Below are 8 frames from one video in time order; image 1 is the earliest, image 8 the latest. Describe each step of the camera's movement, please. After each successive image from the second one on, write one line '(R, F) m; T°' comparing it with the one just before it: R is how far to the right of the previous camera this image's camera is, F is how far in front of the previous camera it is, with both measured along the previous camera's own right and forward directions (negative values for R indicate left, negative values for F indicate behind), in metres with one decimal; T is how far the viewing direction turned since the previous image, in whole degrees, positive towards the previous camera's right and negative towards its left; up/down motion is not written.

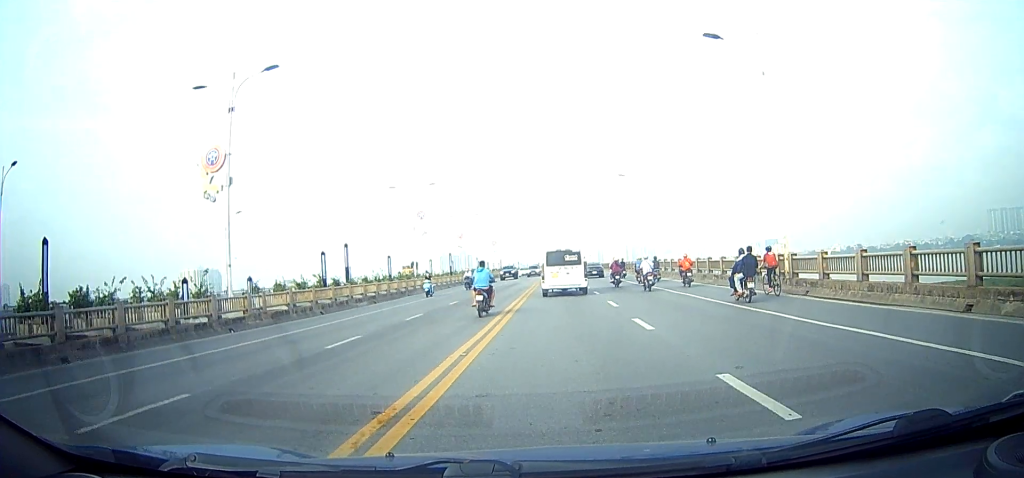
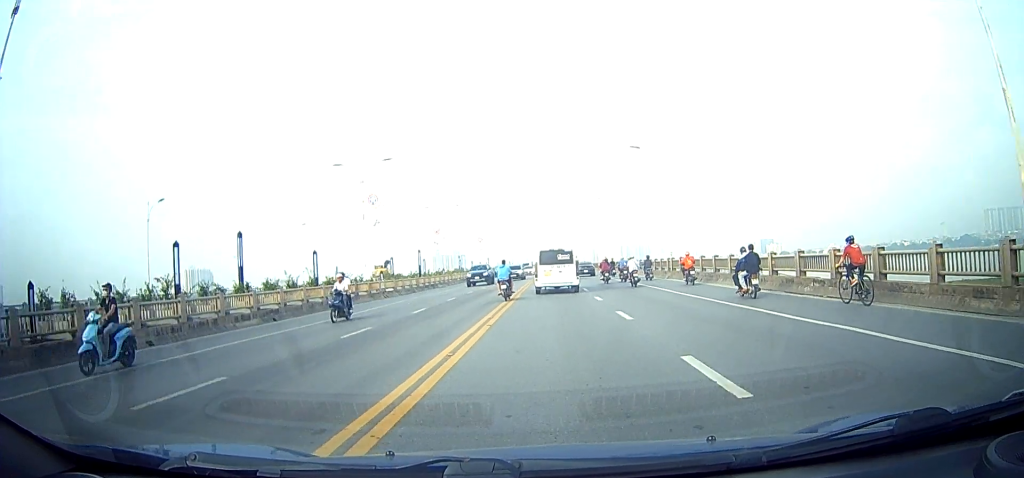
(0.0, +12.6) m; 0°
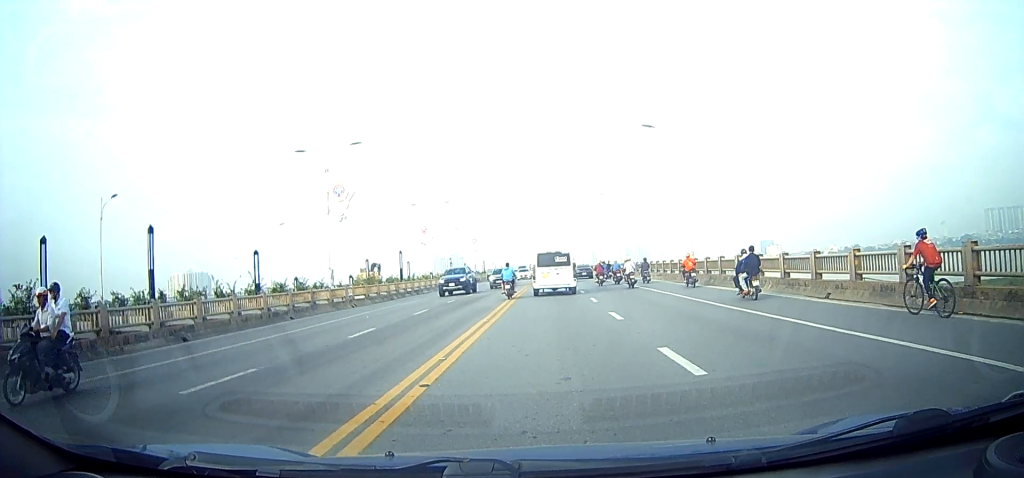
(0.0, +6.7) m; 0°
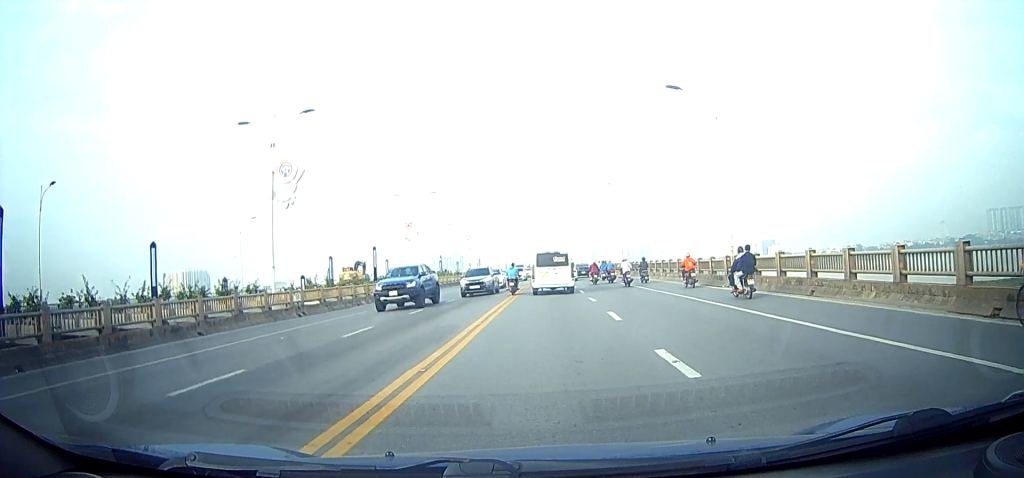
(0.0, +7.1) m; 0°
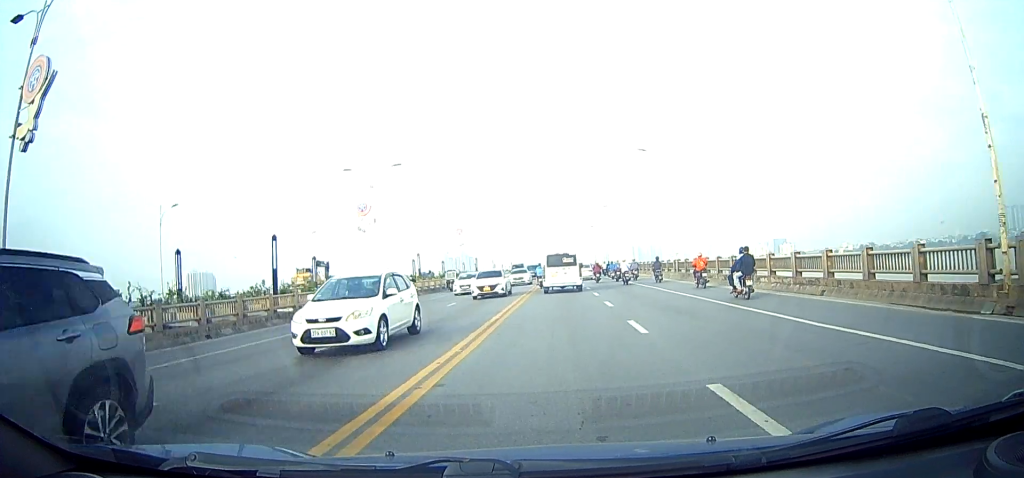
(+0.1, +16.0) m; +1°
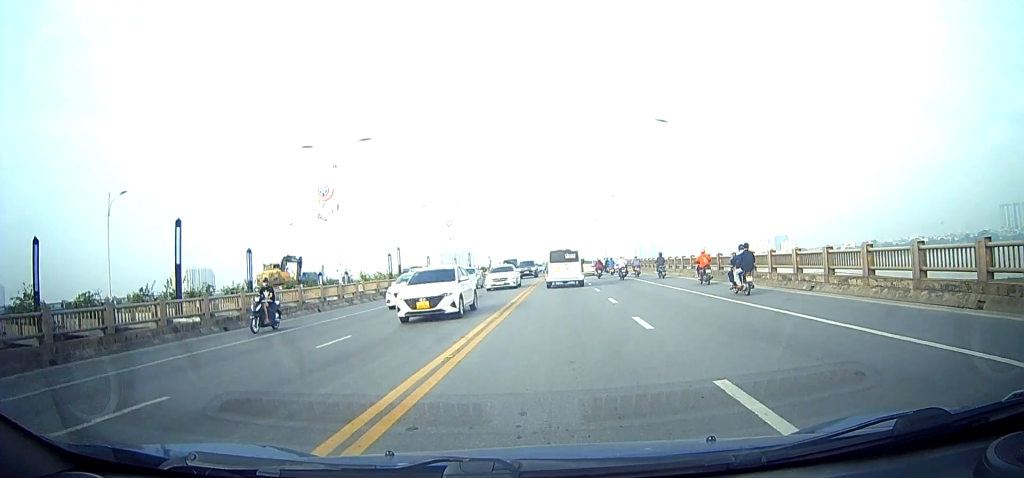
(+0.1, +7.4) m; +1°
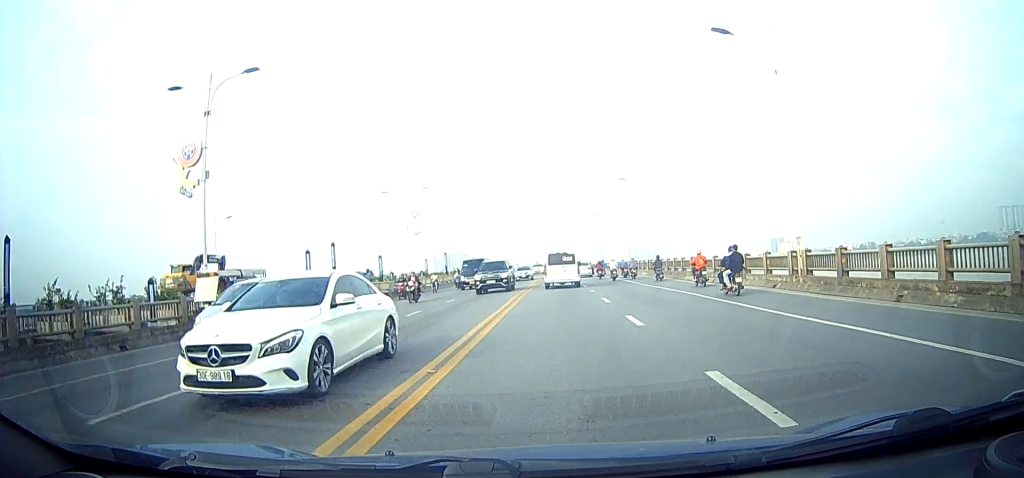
(0.0, +14.1) m; 0°
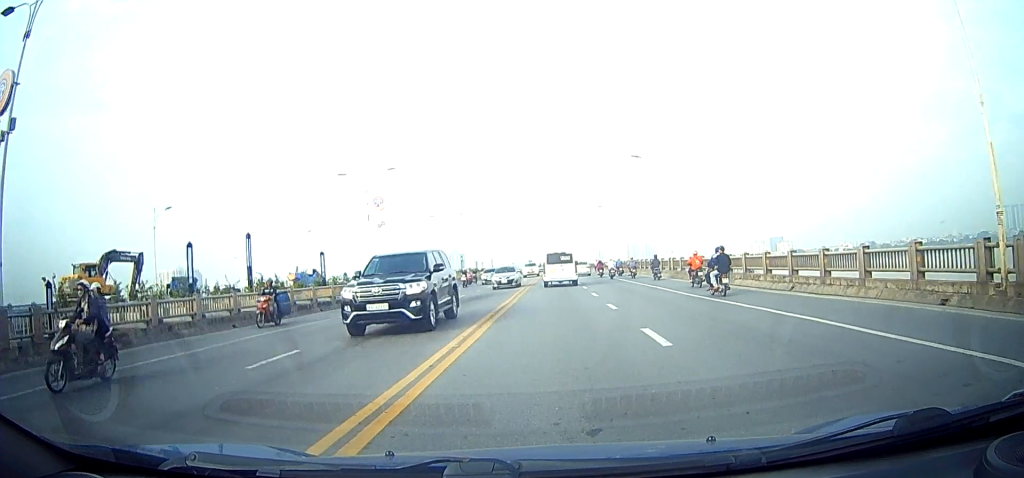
(+0.1, +9.9) m; 0°
